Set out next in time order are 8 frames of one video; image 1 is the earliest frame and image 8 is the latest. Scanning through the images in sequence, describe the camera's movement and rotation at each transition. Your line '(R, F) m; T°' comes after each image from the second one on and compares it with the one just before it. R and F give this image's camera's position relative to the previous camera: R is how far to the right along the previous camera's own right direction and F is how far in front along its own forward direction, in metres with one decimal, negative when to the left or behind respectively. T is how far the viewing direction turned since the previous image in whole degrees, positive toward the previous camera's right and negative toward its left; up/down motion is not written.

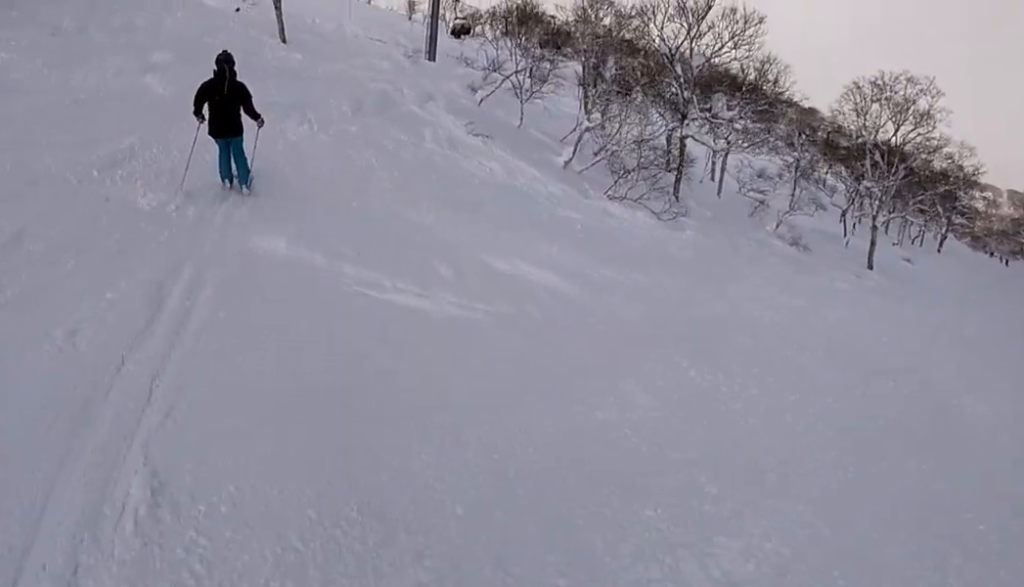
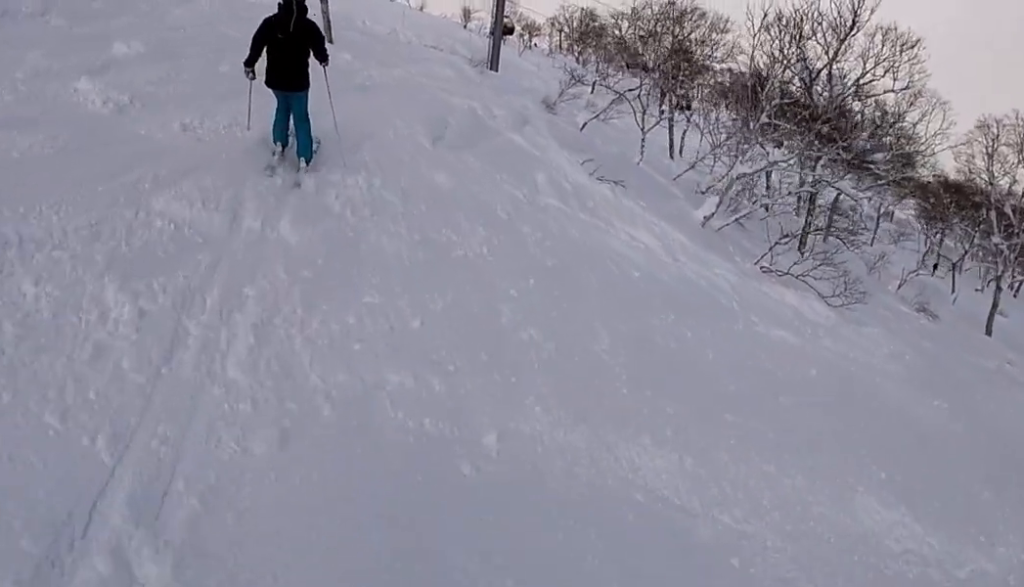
(-0.4, +5.7) m; -10°
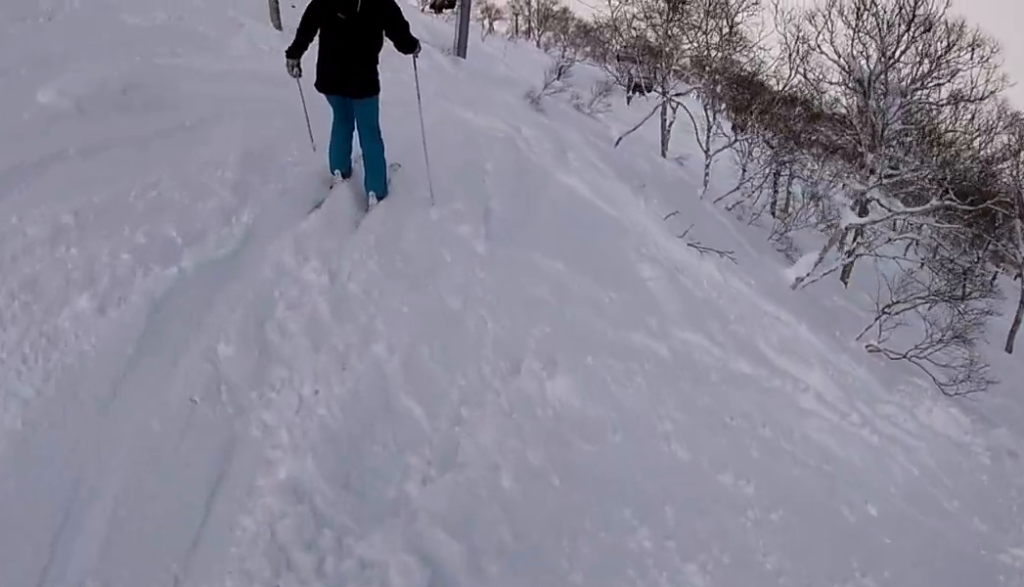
(-0.6, +4.9) m; +2°
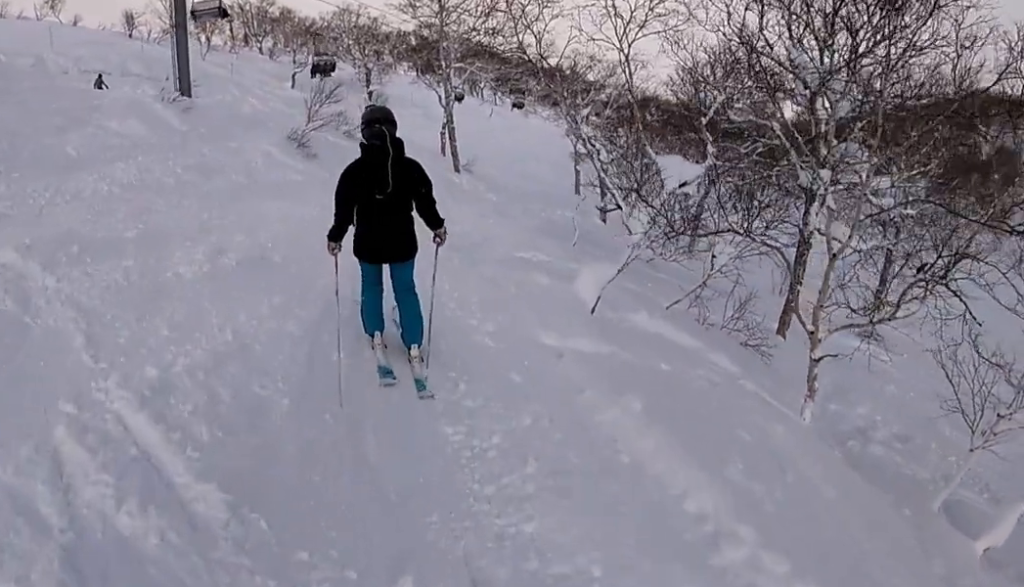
(+3.2, +12.1) m; +36°
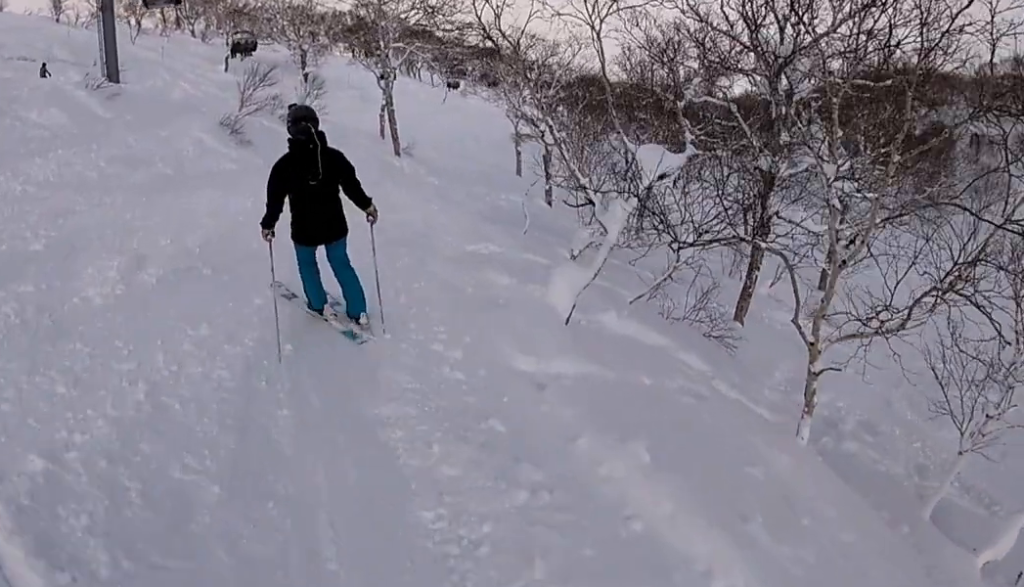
(+0.2, +1.3) m; +5°
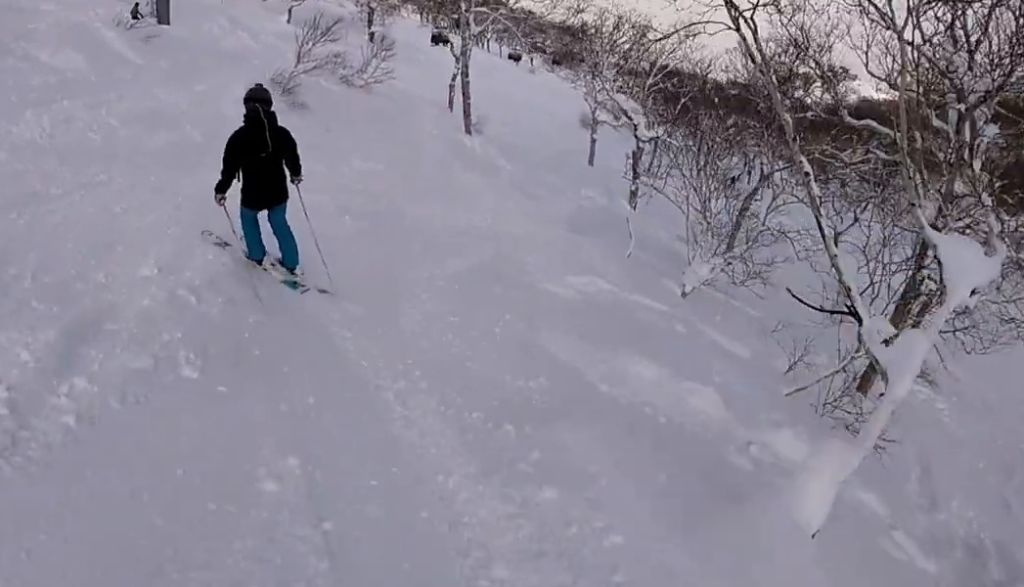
(-0.4, +2.9) m; -19°
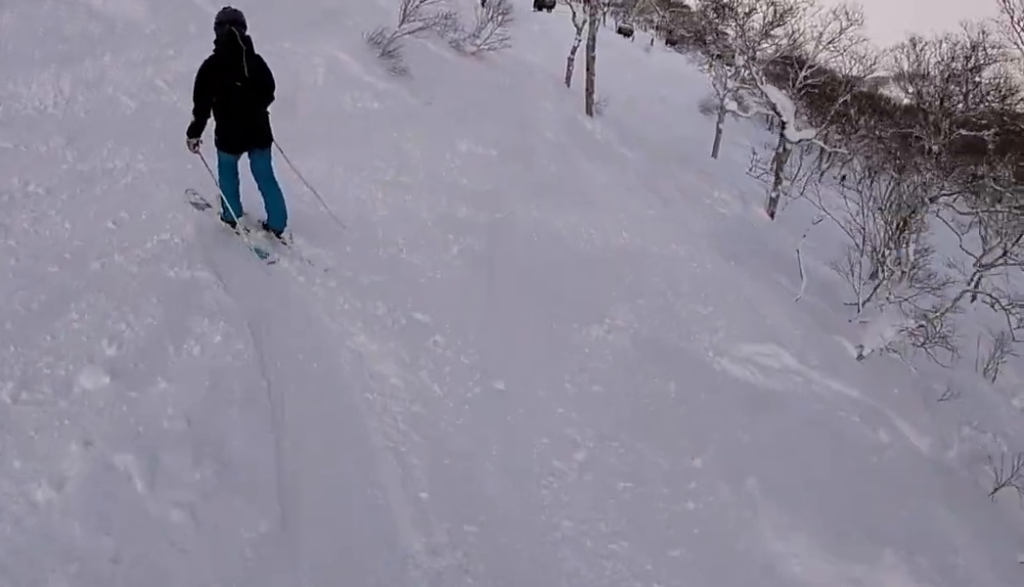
(-0.7, +2.1) m; +3°
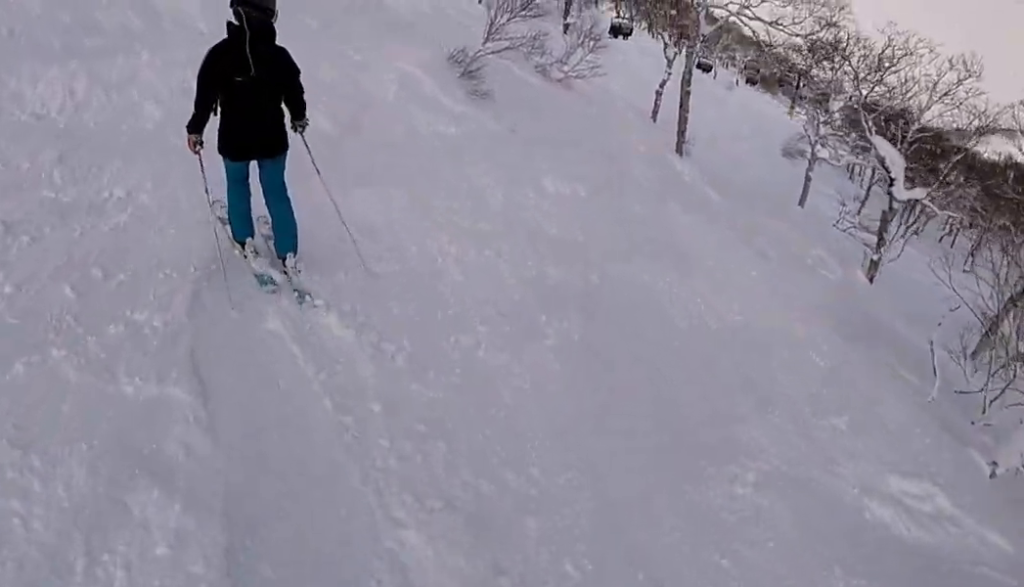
(+0.5, +1.1) m; 0°
